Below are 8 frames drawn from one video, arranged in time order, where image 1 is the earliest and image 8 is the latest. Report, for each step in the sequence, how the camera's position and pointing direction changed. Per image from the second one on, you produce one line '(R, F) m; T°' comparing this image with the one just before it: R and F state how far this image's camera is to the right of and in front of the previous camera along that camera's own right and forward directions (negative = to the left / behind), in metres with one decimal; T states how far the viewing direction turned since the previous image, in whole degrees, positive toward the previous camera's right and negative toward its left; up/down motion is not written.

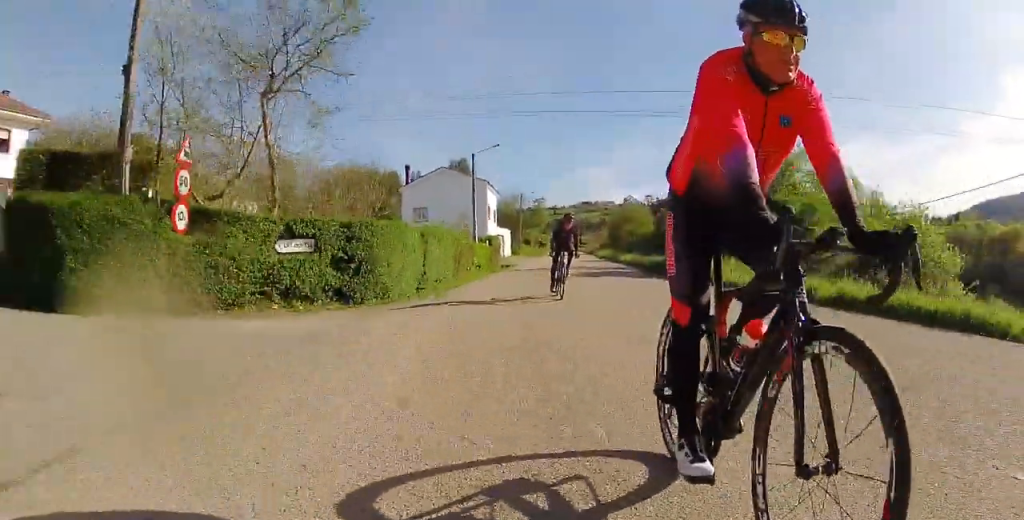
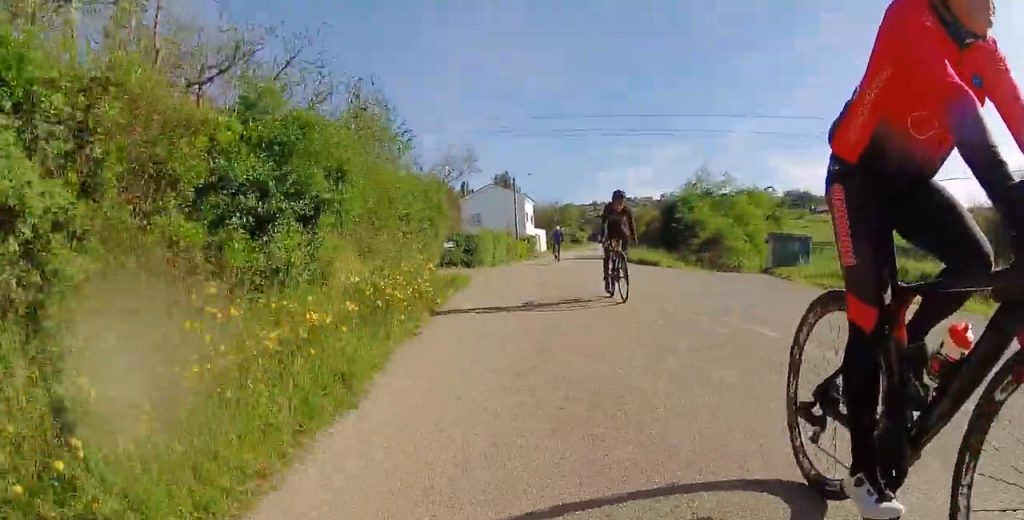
(-0.9, +18.7) m; -3°
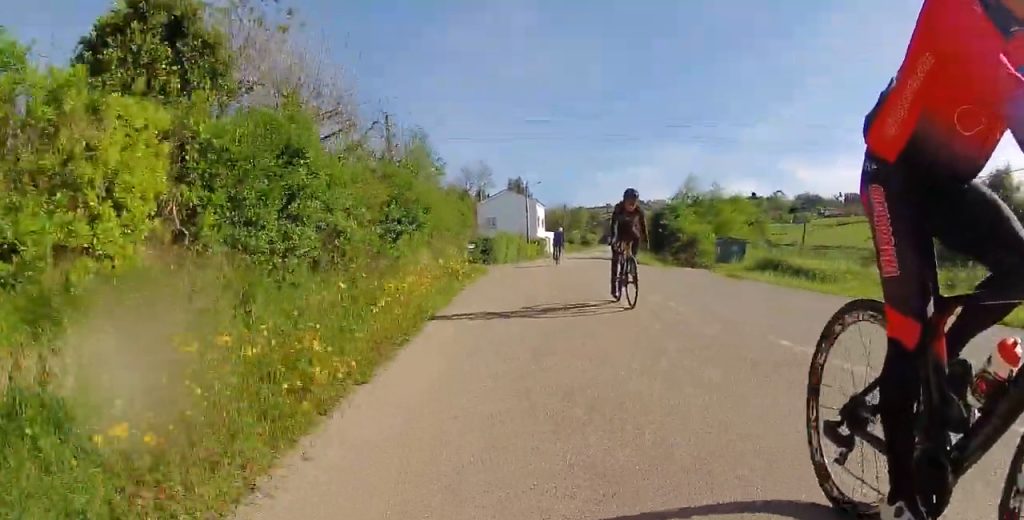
(0.0, +6.4) m; 0°
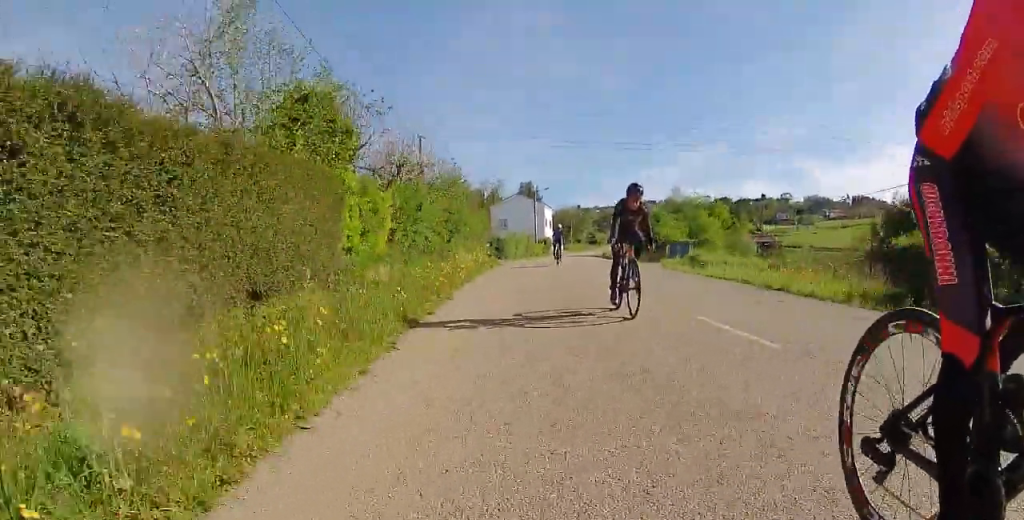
(0.0, +9.2) m; -1°
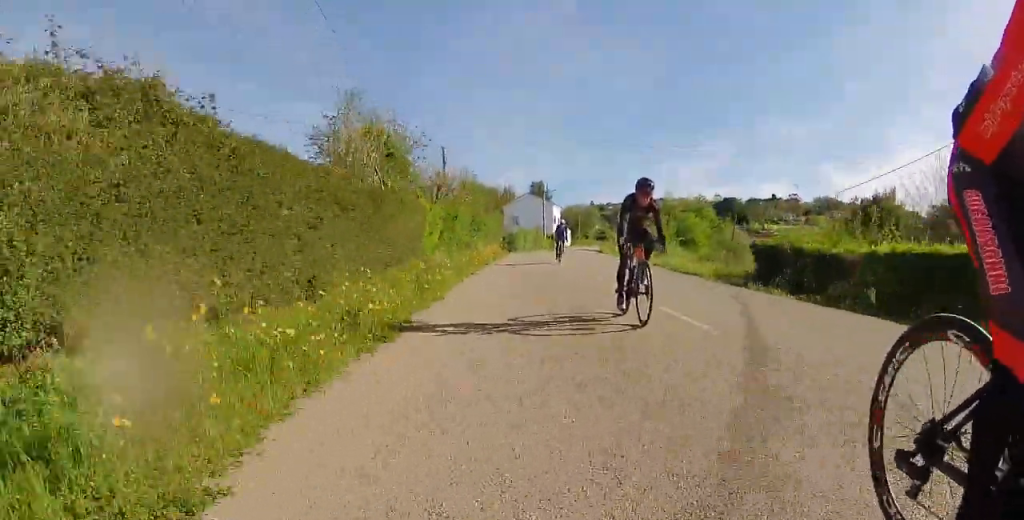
(-0.2, +8.4) m; -1°
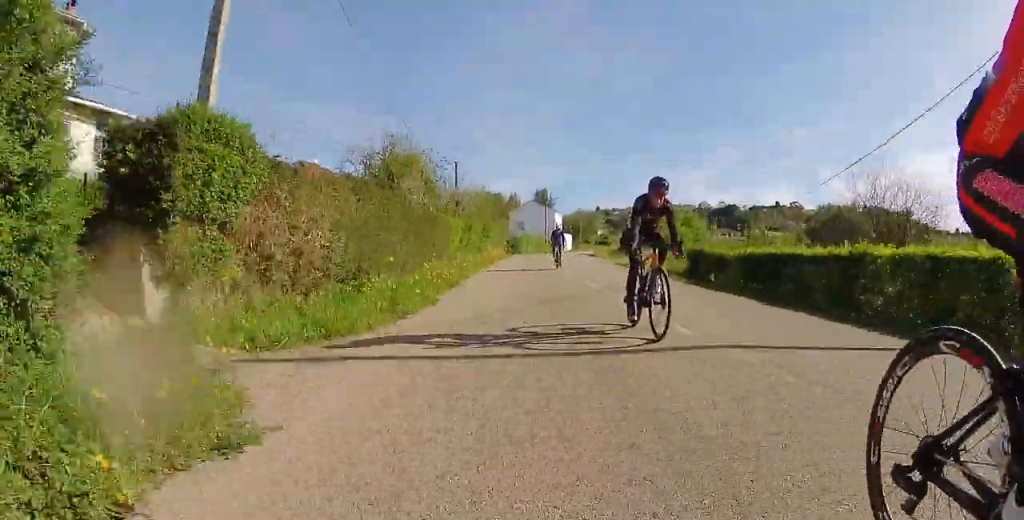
(-0.1, +7.6) m; -1°
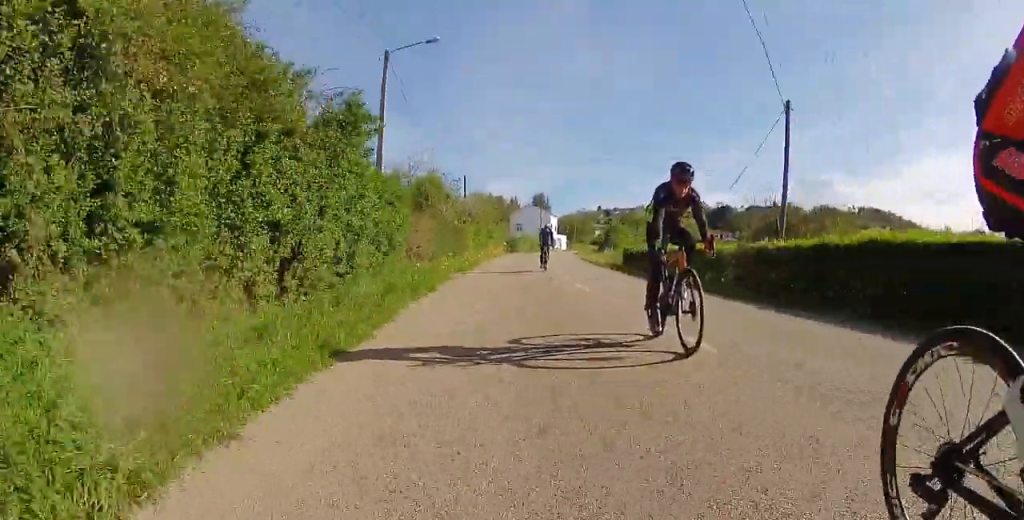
(0.0, +13.3) m; -1°
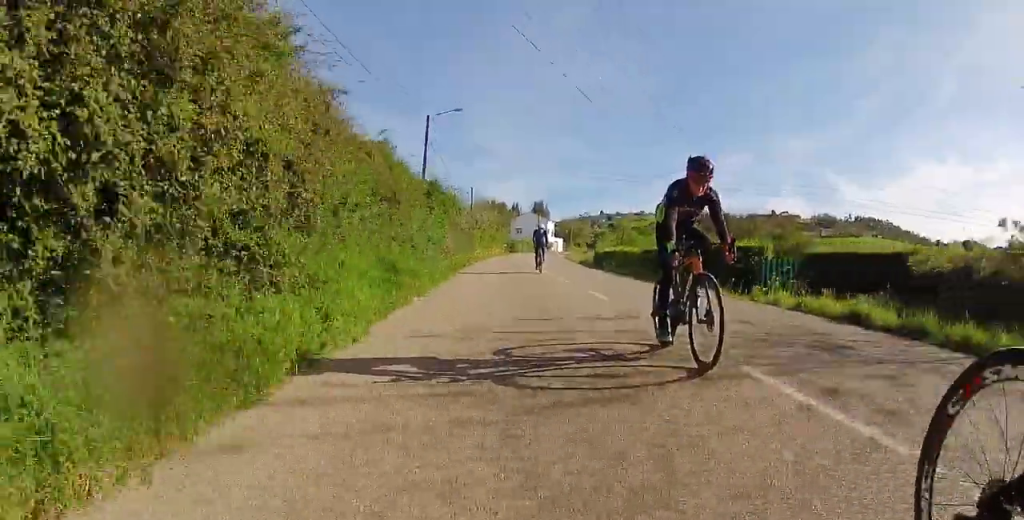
(-0.1, +11.8) m; -1°
